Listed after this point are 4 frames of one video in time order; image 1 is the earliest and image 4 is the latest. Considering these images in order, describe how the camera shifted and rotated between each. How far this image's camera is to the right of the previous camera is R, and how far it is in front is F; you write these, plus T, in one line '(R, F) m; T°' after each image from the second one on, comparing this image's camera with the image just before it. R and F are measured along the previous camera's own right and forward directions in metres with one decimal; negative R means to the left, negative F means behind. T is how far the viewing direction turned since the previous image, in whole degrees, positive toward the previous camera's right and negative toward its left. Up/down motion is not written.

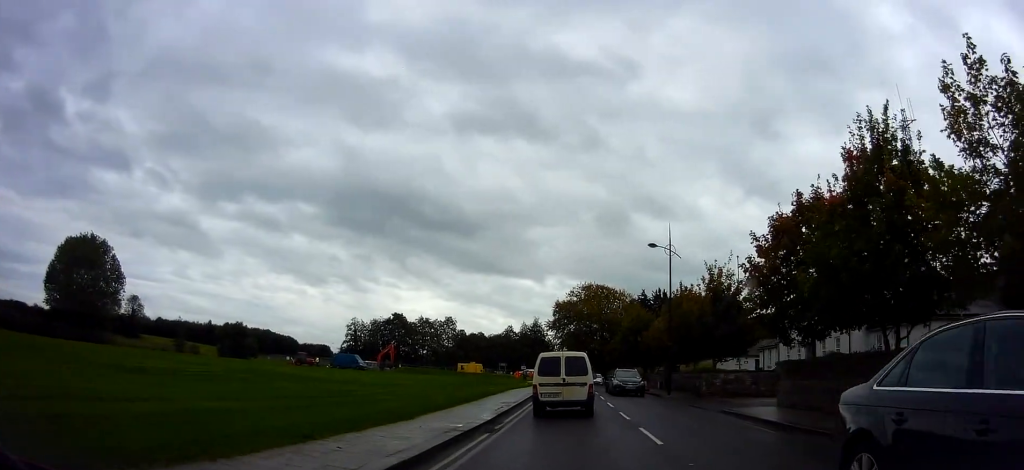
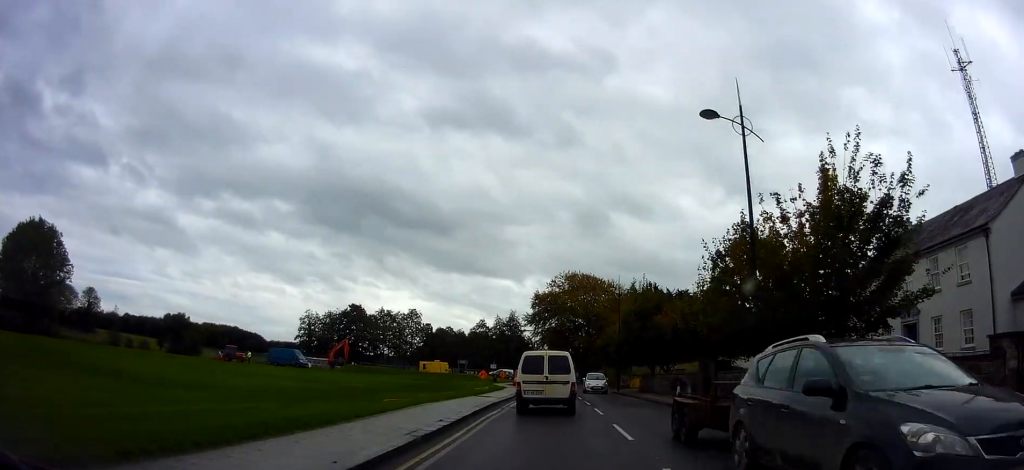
(+1.4, +14.8) m; +8°
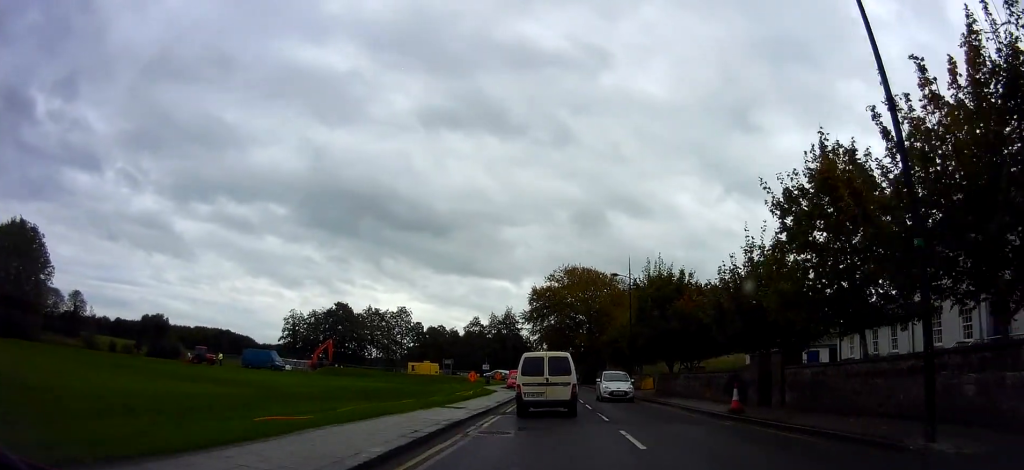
(+0.3, +6.8) m; +1°
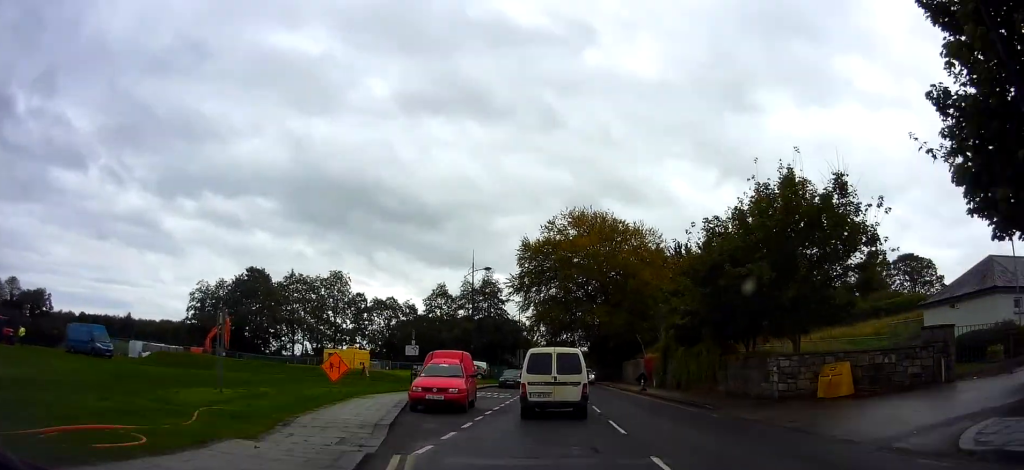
(-1.7, +33.3) m; -2°
